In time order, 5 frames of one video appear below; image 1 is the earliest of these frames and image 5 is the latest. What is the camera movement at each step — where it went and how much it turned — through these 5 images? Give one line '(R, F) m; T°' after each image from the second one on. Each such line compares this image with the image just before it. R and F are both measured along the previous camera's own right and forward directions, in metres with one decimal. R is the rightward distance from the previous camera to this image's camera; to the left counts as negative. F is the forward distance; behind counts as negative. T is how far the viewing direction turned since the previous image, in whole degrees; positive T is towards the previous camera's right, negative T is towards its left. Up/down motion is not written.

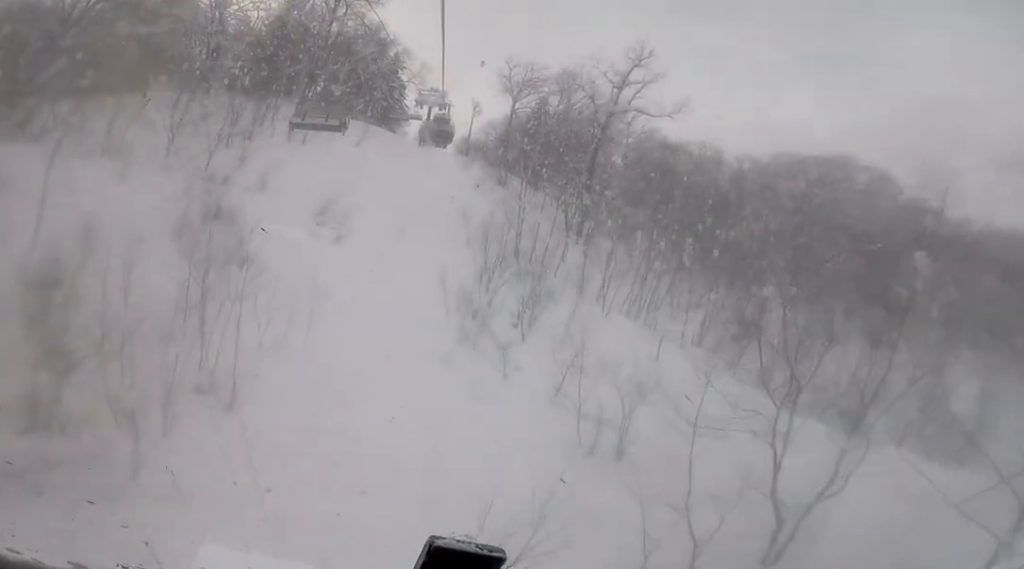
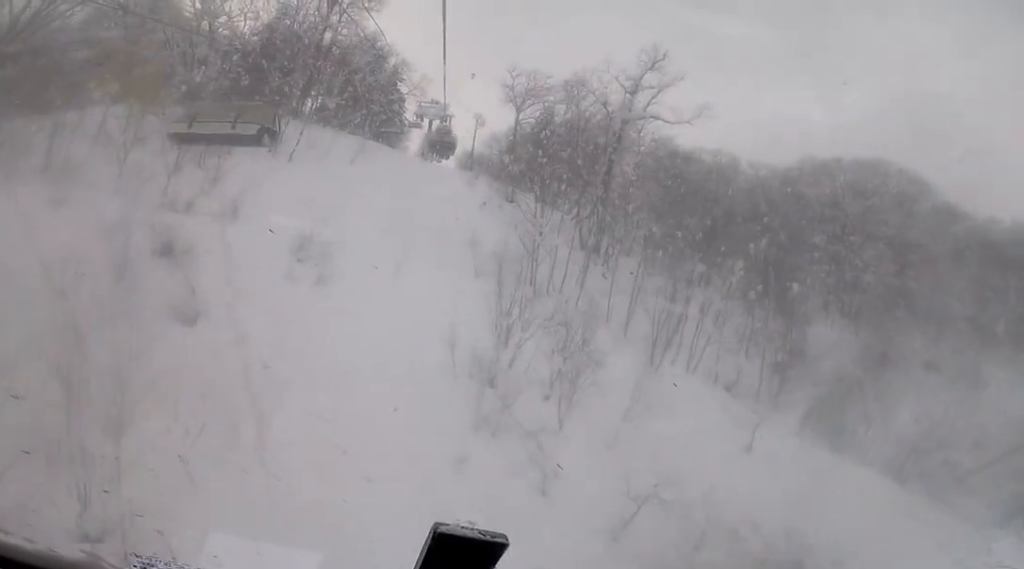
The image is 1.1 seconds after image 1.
(+0.2, +4.4) m; +4°
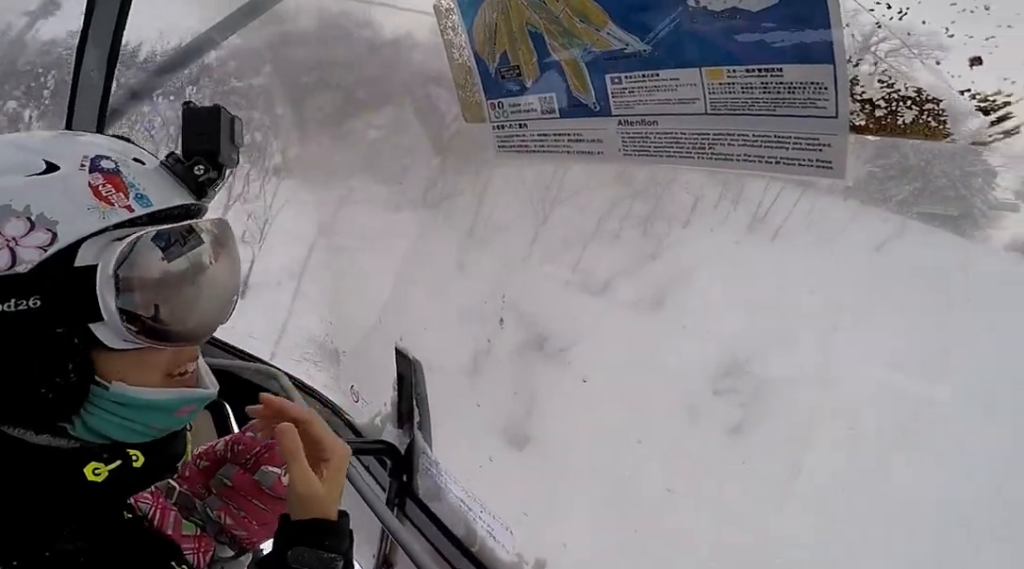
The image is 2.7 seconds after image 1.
(+0.1, +6.0) m; -3°
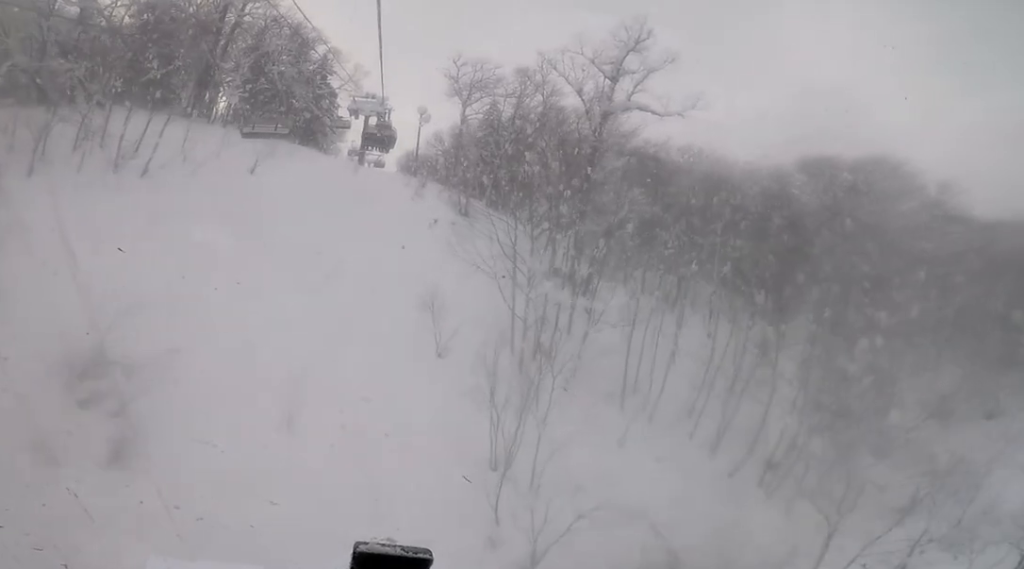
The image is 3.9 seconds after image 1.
(-0.1, +4.4) m; +2°
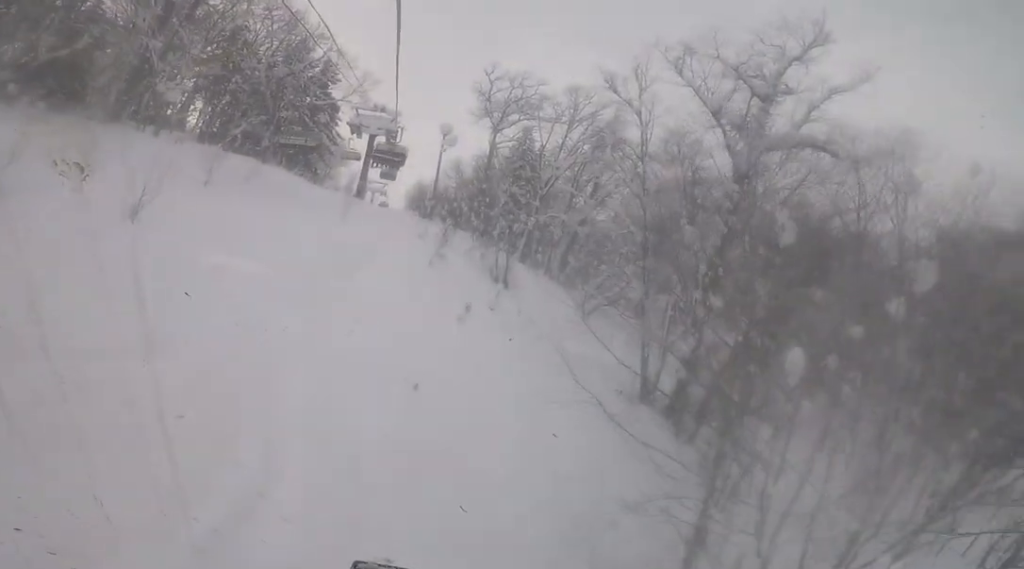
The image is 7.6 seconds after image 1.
(+0.1, +14.0) m; -3°
